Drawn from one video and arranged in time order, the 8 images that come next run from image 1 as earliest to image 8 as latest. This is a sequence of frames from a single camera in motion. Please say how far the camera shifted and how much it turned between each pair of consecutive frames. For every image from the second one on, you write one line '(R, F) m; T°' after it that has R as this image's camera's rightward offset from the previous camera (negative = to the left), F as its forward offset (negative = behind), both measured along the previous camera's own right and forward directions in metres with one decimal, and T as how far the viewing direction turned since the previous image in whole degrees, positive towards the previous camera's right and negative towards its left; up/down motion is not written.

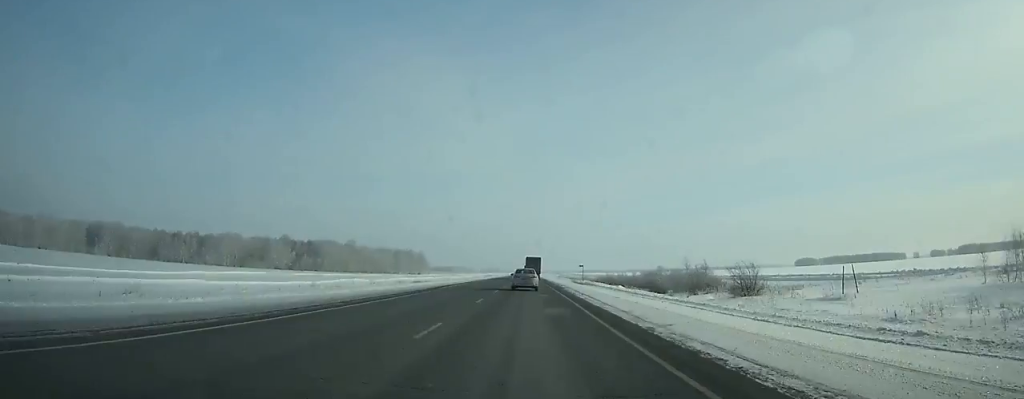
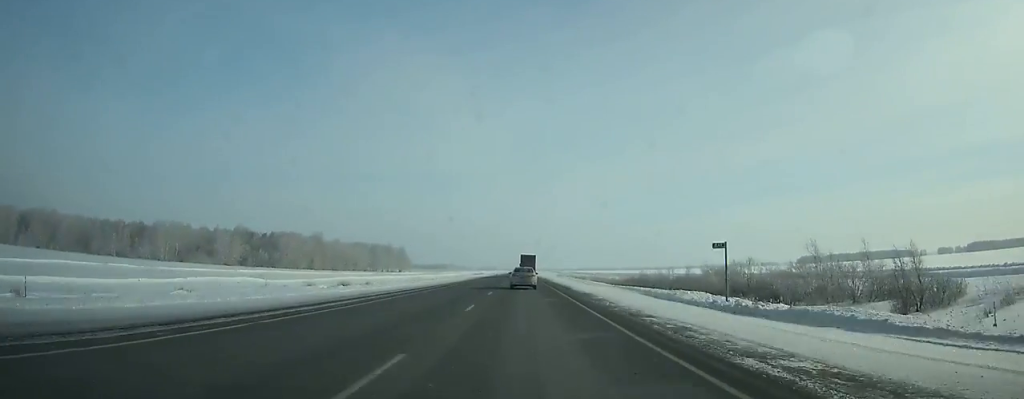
(+0.1, +53.9) m; 0°
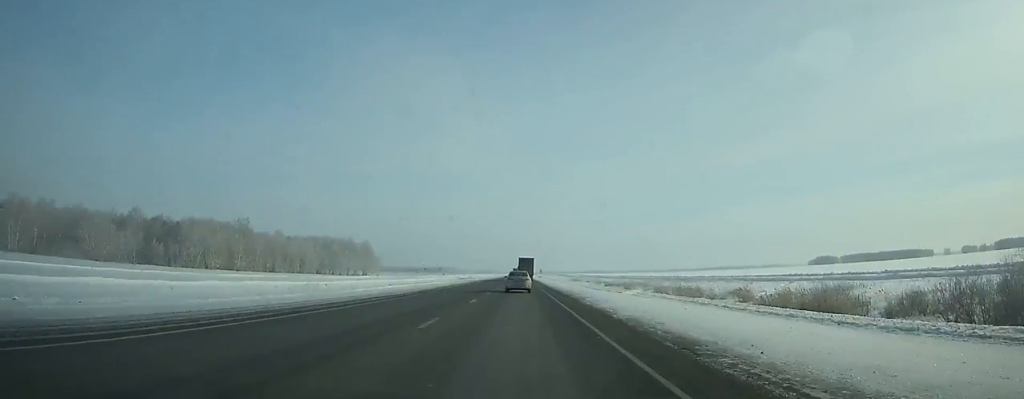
(-0.1, +92.0) m; 0°
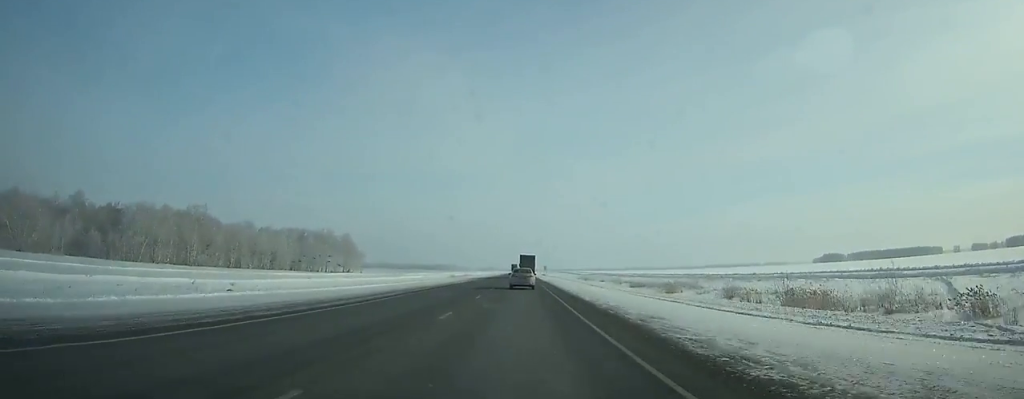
(0.0, +35.7) m; 0°
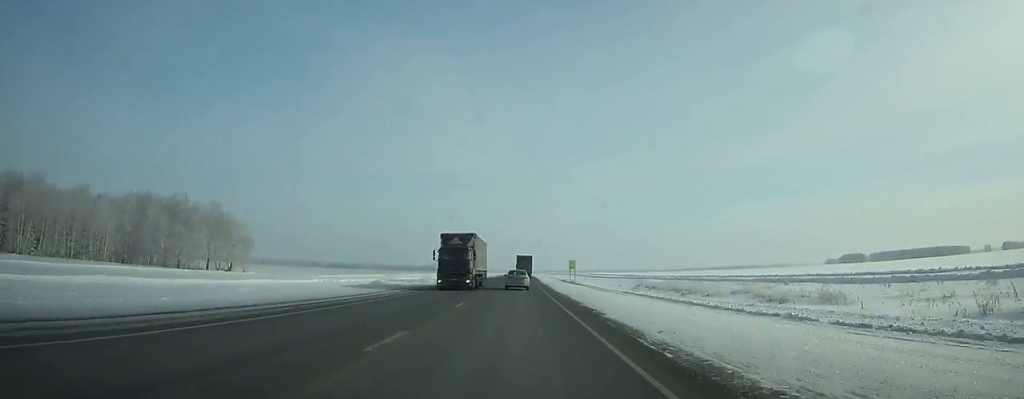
(0.0, +121.7) m; 0°
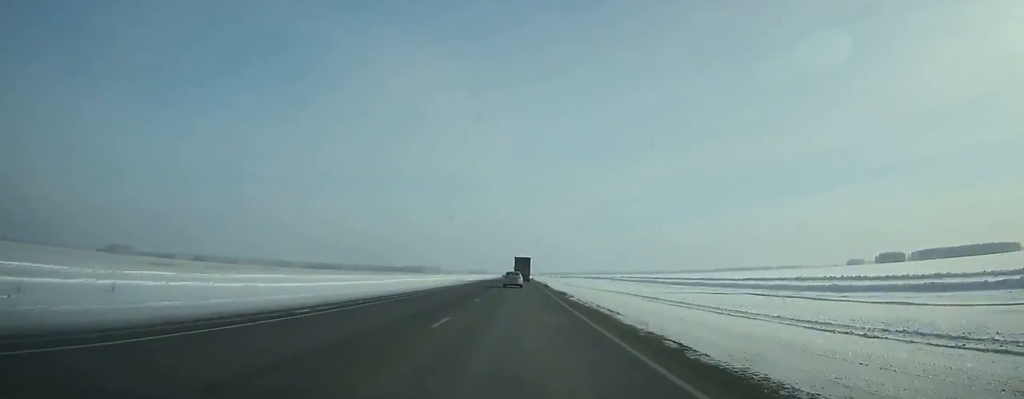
(+0.8, +194.6) m; 0°
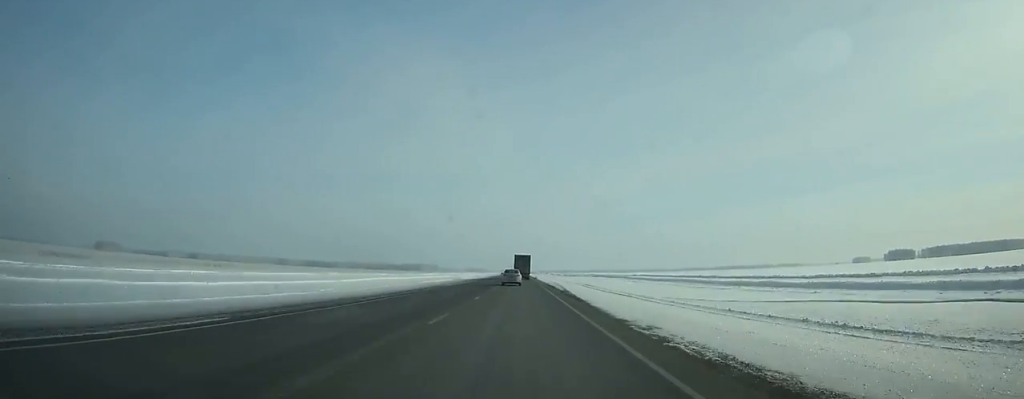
(0.0, +36.2) m; 0°
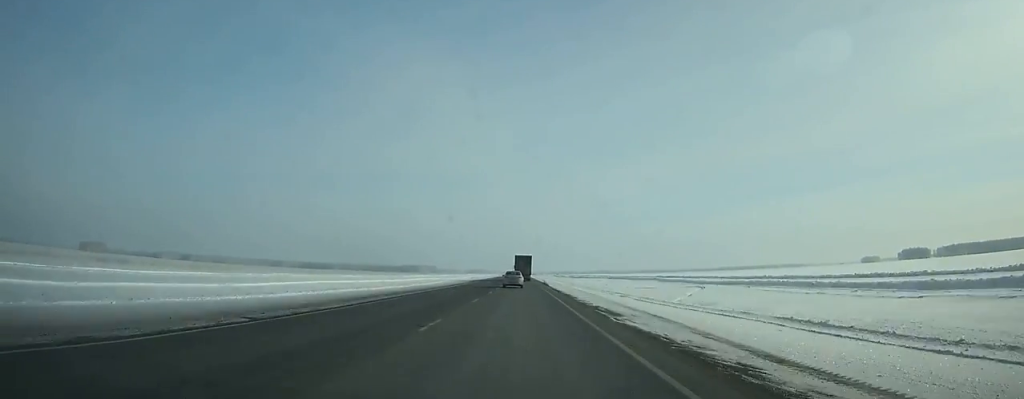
(0.0, +49.3) m; 0°
